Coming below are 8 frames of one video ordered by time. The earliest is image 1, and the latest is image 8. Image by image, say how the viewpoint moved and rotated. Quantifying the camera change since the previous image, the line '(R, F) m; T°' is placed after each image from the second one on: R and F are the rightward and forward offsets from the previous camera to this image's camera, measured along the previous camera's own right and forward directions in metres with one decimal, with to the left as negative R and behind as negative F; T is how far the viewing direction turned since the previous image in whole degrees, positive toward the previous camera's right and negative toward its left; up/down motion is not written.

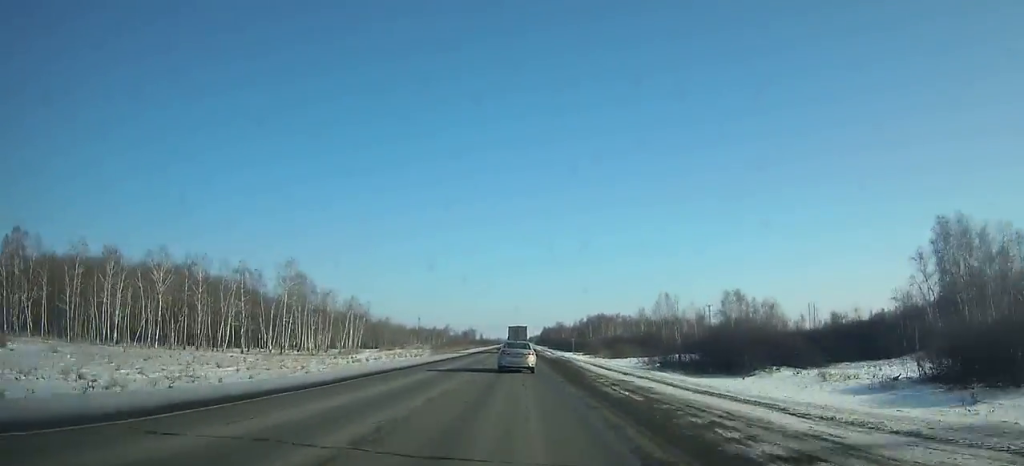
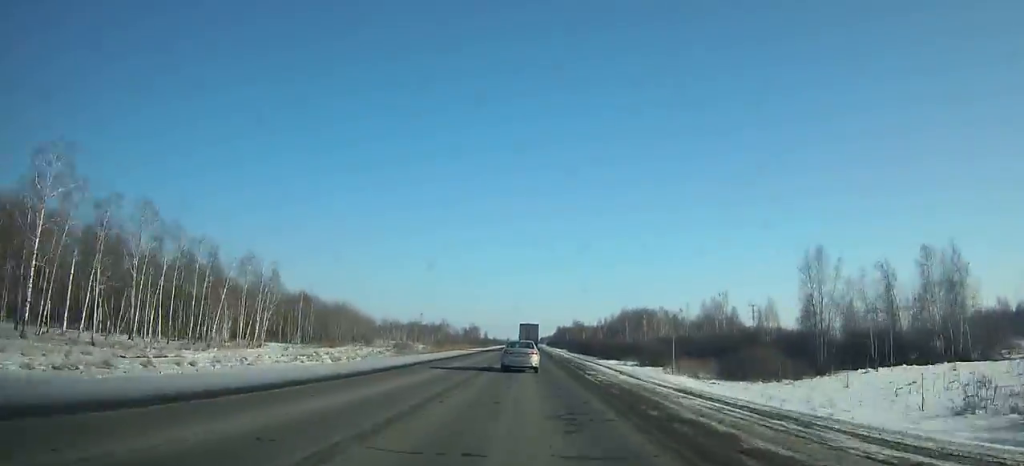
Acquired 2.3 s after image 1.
(-0.1, +52.9) m; 0°
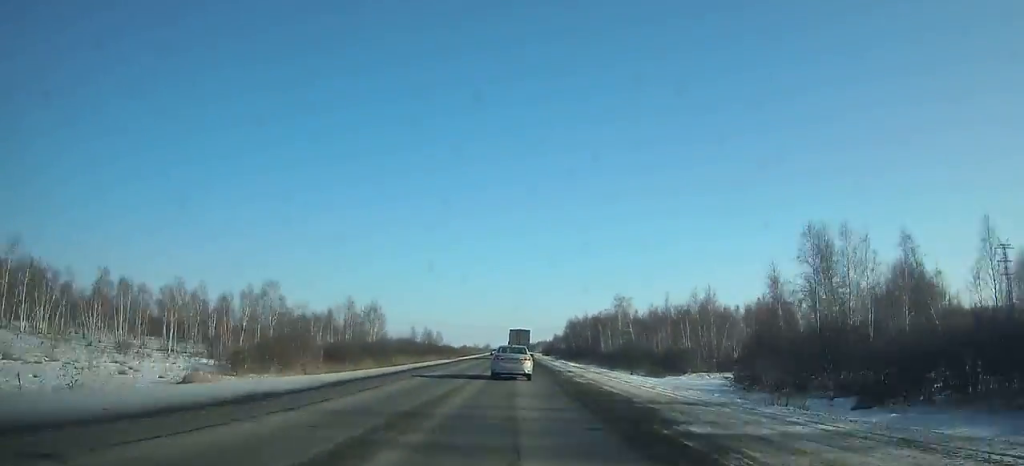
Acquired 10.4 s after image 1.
(+0.2, +183.0) m; 0°
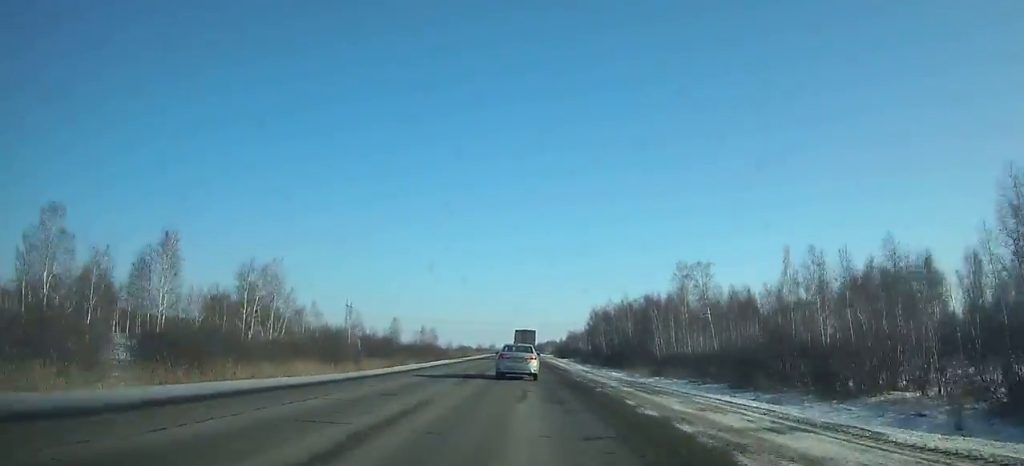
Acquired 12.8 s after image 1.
(-0.1, +53.3) m; 0°
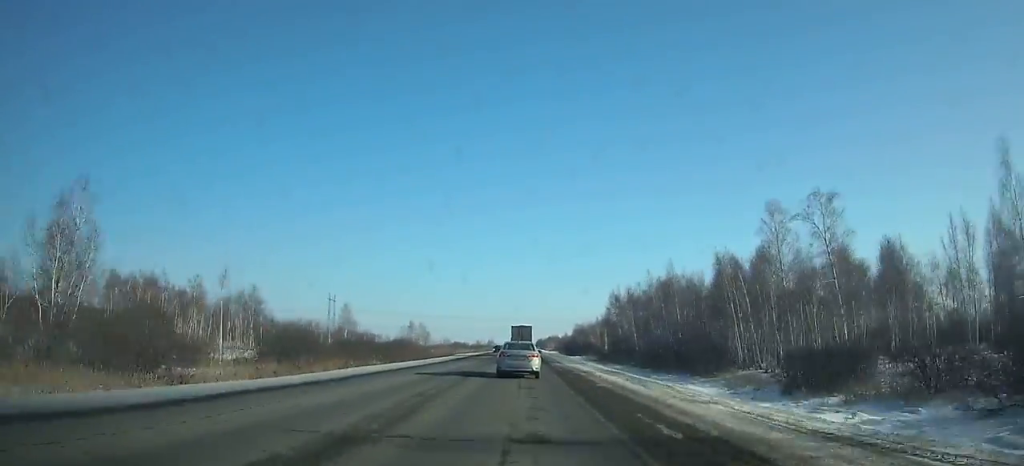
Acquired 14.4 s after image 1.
(-0.1, +35.5) m; 0°
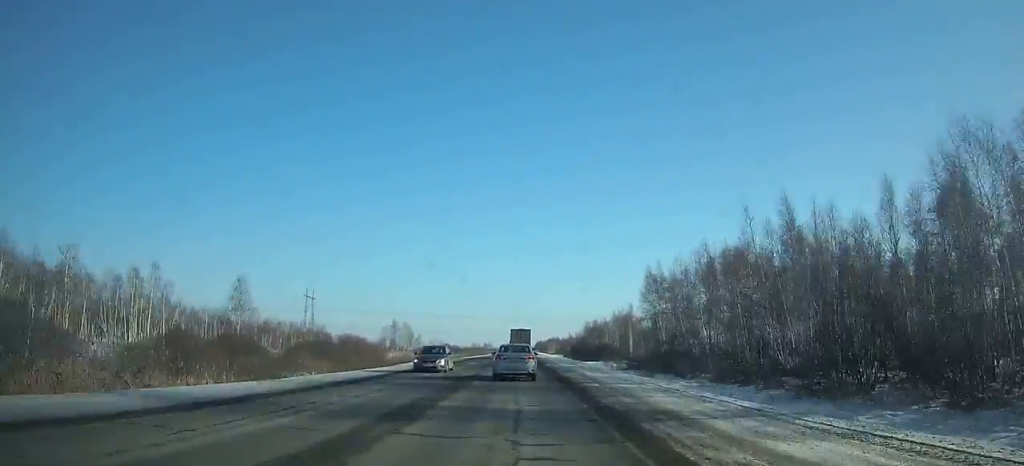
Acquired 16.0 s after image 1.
(-0.1, +35.5) m; 0°
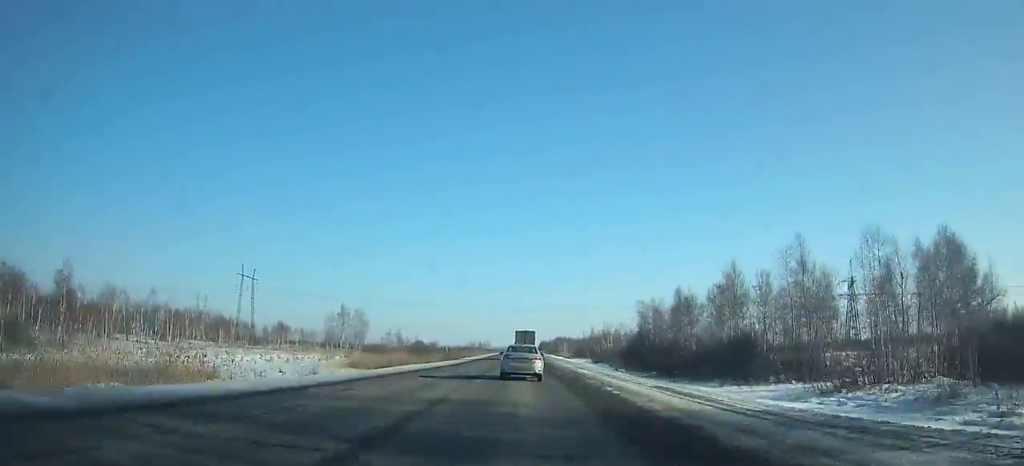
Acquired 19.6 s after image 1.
(+0.1, +80.3) m; 0°
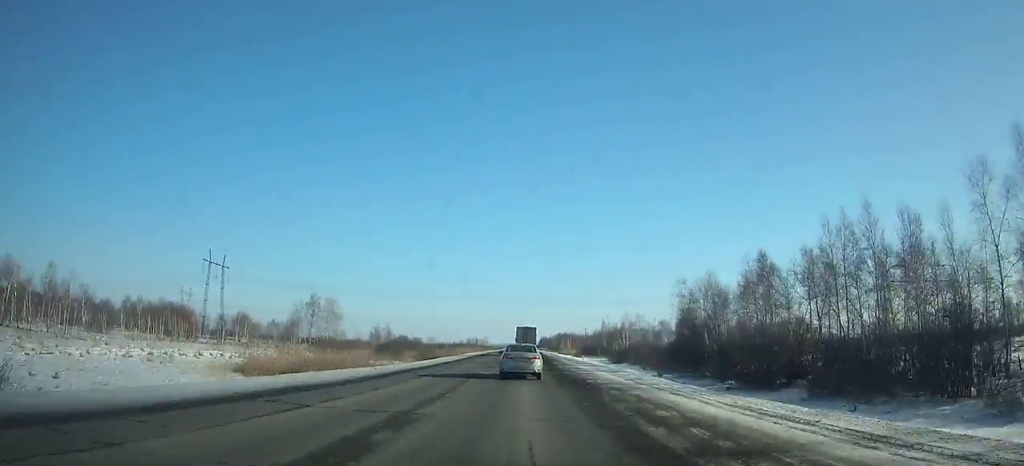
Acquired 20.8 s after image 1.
(0.0, +26.9) m; 0°
